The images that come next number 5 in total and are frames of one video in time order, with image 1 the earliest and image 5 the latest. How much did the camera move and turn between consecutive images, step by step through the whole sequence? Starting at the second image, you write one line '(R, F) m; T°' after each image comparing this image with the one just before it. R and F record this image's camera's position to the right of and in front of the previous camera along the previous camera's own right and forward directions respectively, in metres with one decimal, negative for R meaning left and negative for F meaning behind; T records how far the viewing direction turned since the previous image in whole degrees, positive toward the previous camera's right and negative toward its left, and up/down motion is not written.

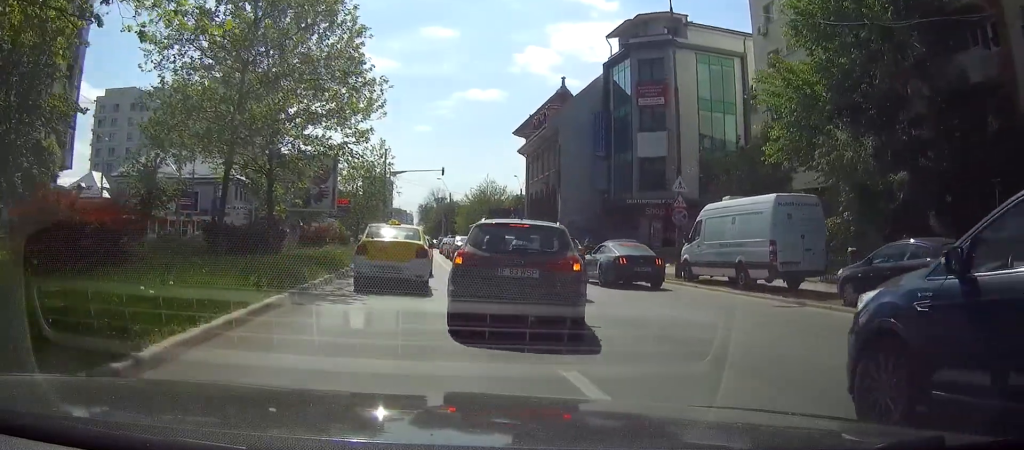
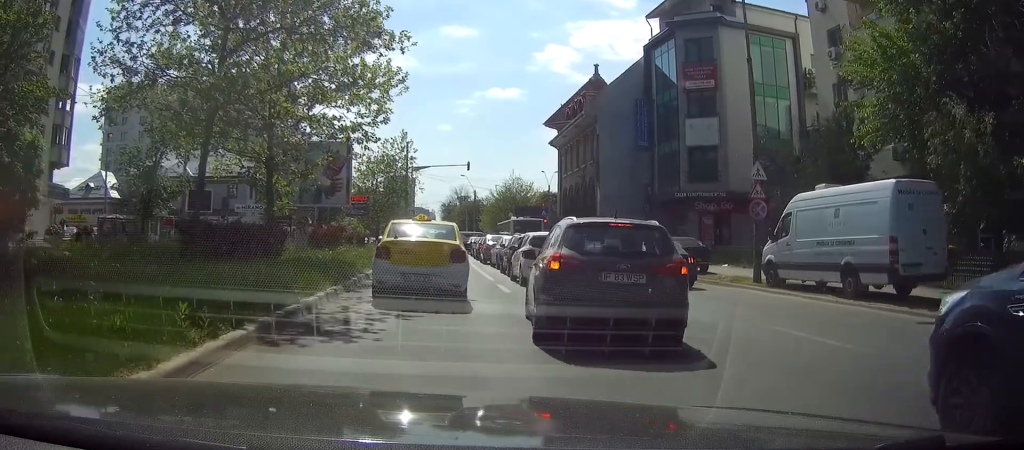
(-0.1, +4.7) m; -2°
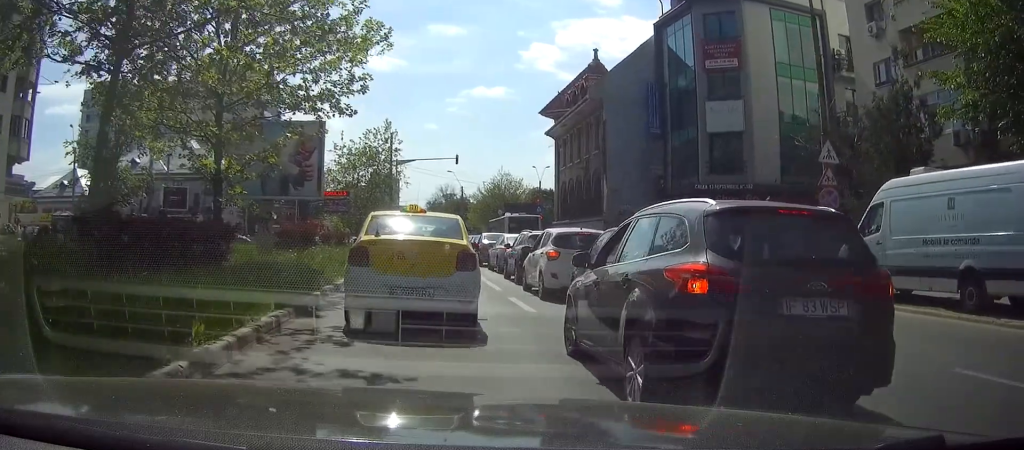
(+0.2, +4.8) m; +5°
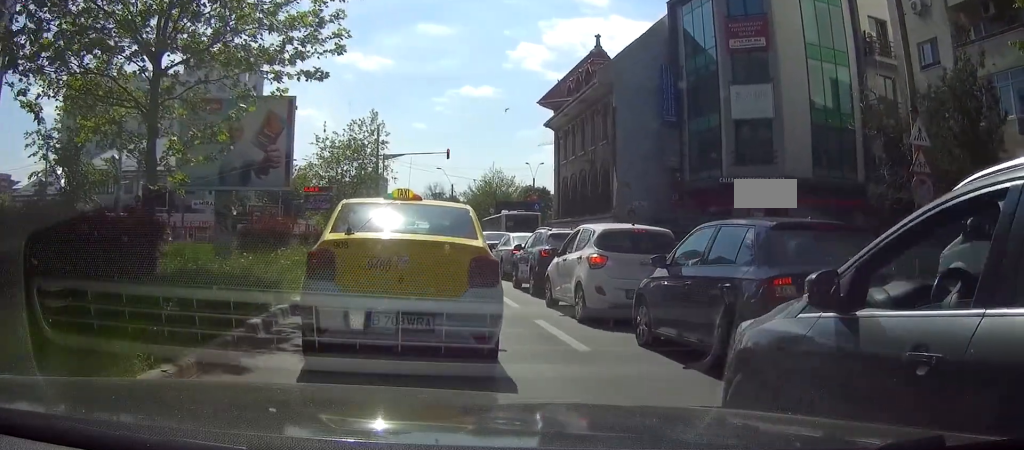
(0.0, +4.1) m; -3°
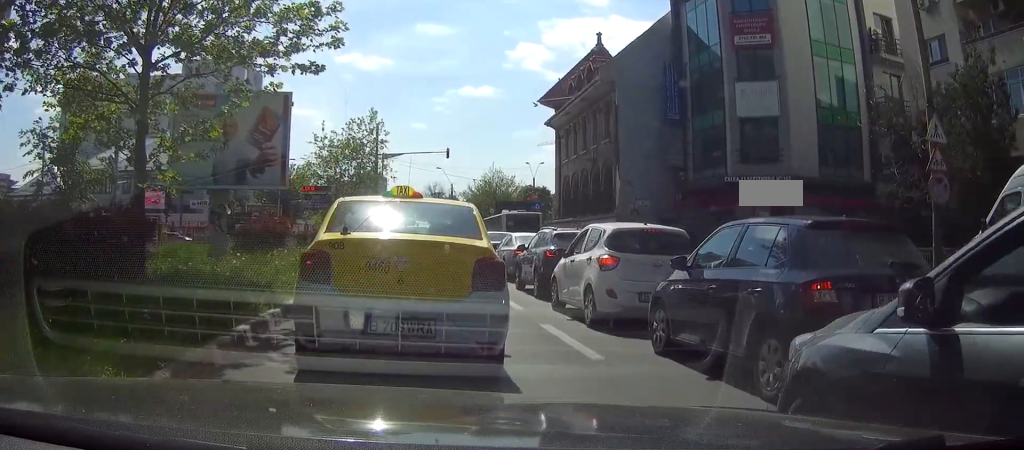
(0.0, +0.6) m; 0°
